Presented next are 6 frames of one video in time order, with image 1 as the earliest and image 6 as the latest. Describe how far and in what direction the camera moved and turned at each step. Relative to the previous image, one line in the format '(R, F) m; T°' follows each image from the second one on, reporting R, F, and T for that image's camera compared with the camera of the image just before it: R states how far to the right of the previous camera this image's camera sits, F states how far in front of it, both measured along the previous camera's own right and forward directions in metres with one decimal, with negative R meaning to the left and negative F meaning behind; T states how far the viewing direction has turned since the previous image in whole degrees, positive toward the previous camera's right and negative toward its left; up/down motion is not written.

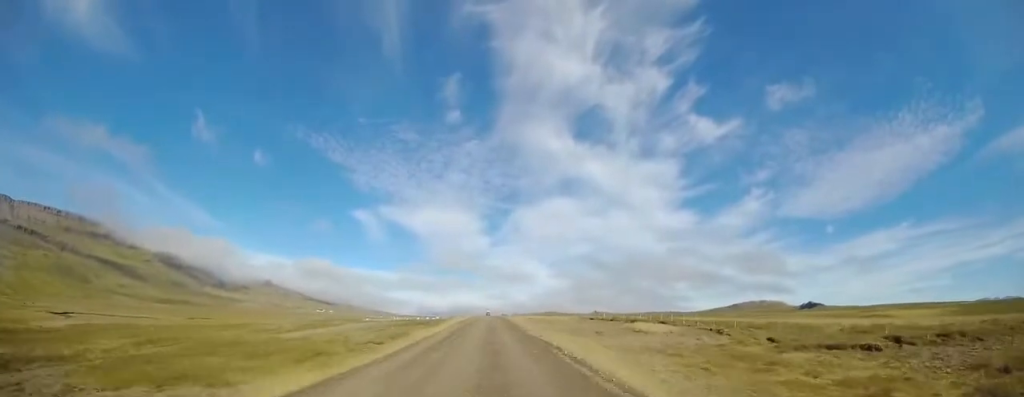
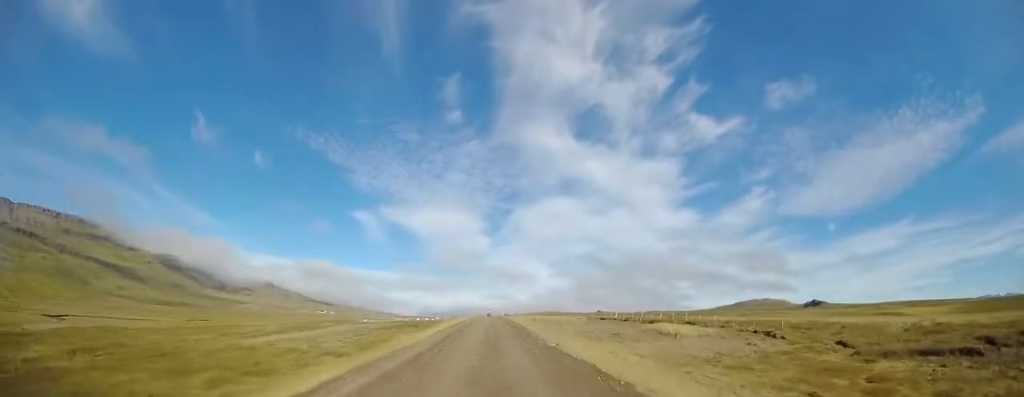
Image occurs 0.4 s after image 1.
(0.0, +8.5) m; 0°
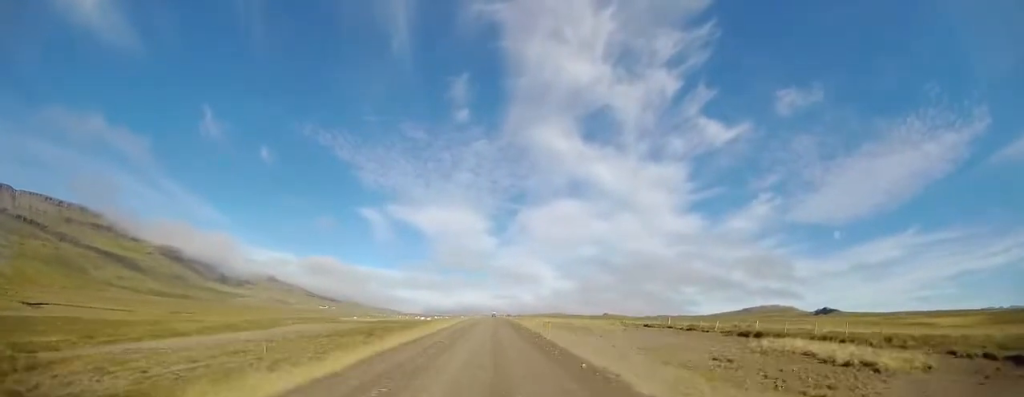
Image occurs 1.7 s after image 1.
(-0.2, +24.5) m; -2°
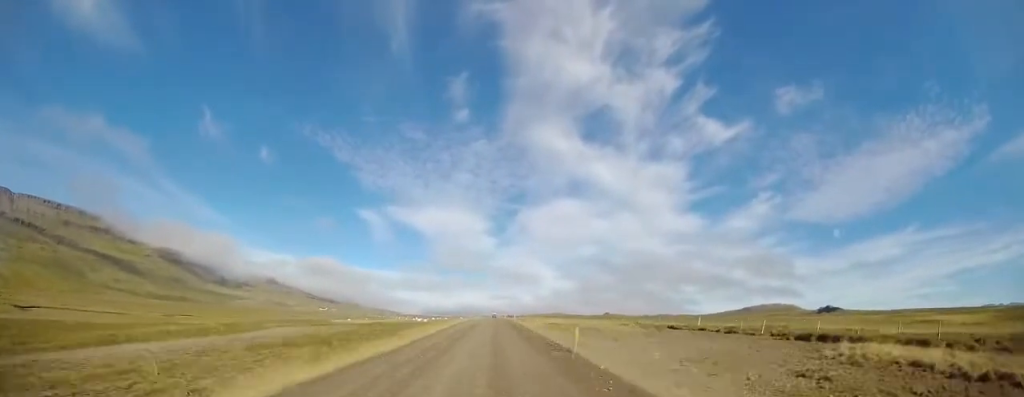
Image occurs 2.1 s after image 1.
(-0.1, +9.3) m; -1°
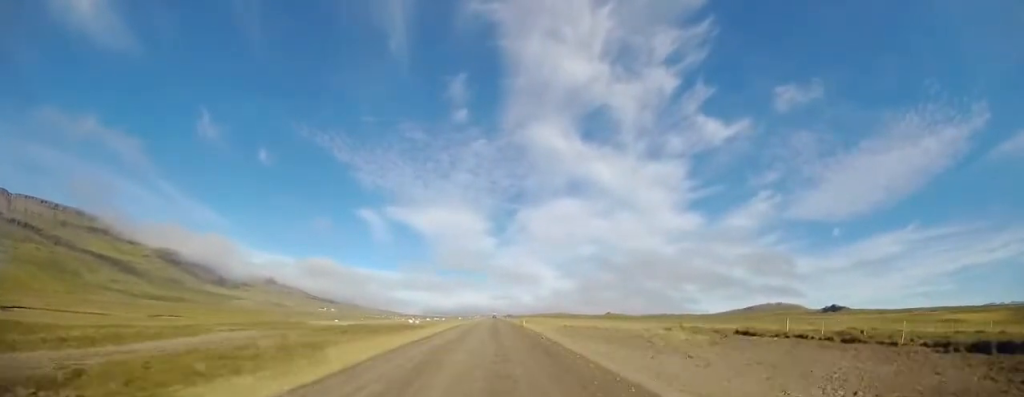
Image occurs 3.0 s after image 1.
(-0.2, +17.6) m; 0°
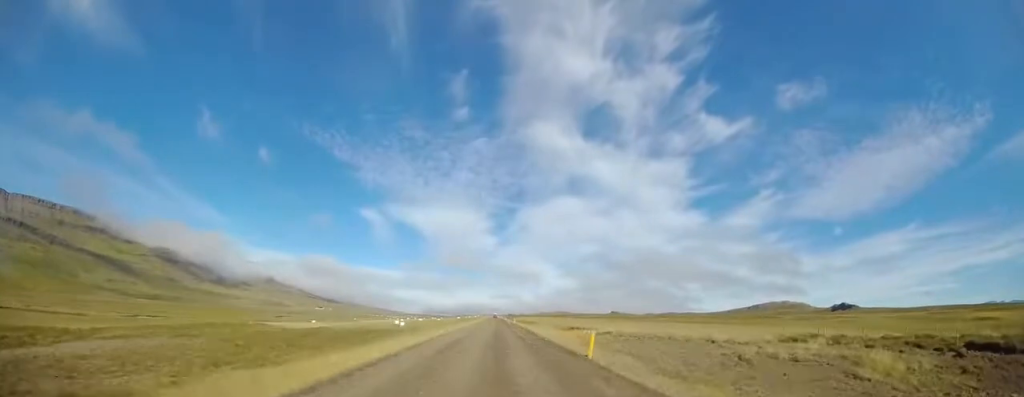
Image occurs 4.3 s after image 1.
(+0.5, +26.6) m; +3°
